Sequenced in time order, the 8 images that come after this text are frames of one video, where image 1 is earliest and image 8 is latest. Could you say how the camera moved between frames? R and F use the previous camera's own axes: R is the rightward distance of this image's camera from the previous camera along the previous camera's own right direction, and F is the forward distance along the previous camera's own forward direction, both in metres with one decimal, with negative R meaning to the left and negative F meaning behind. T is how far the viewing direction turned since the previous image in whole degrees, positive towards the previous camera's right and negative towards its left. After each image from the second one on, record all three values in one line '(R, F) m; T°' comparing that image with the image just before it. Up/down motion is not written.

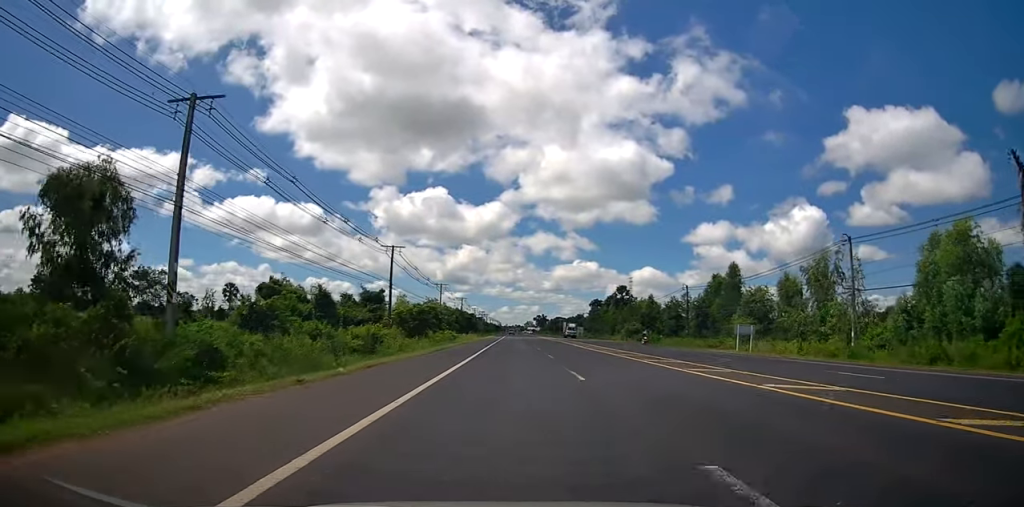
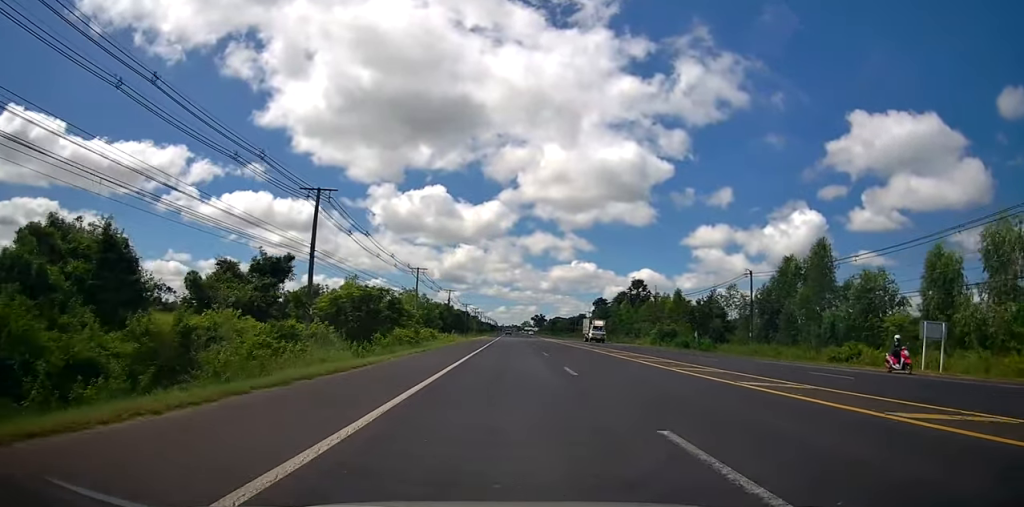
(-0.3, +22.5) m; 0°
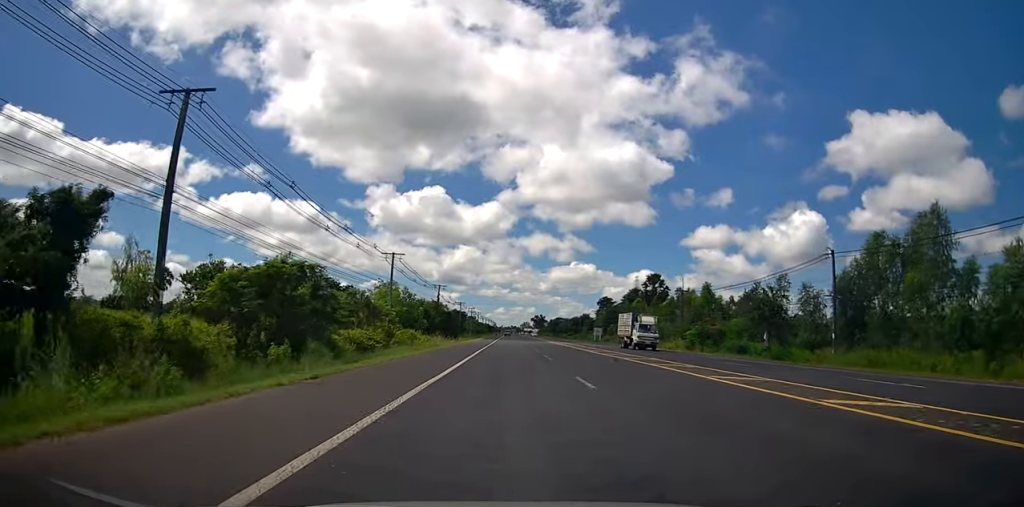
(+0.1, +15.9) m; +1°
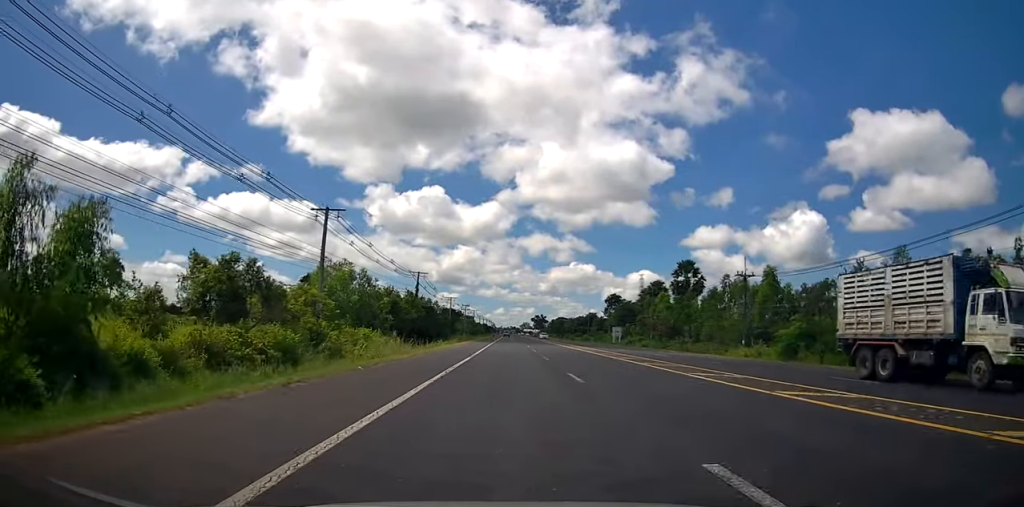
(+0.3, +22.3) m; +1°
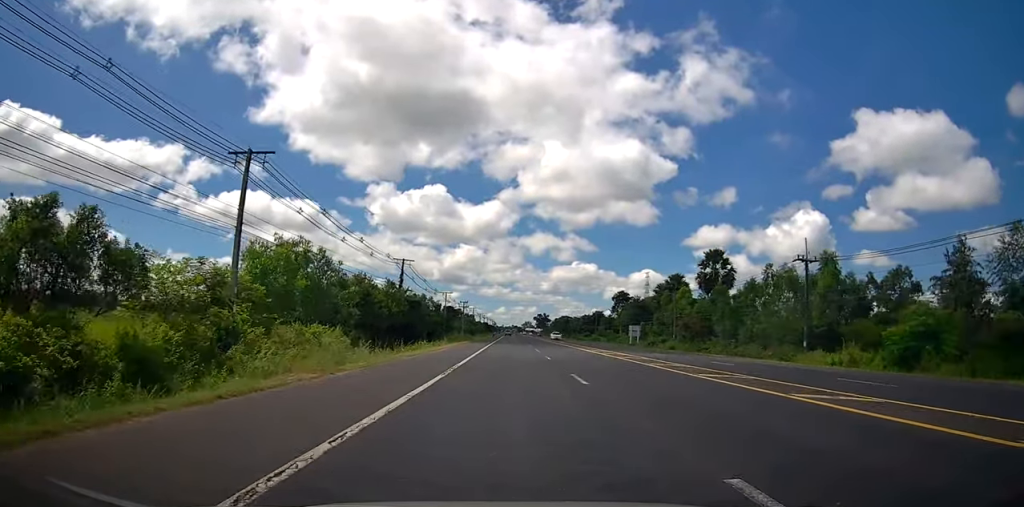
(0.0, +12.8) m; 0°
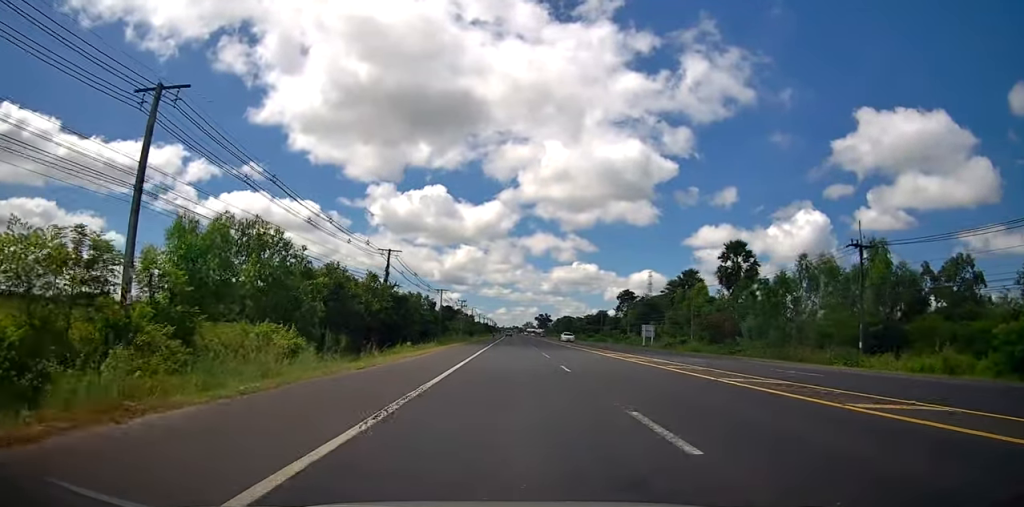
(0.0, +8.1) m; 0°
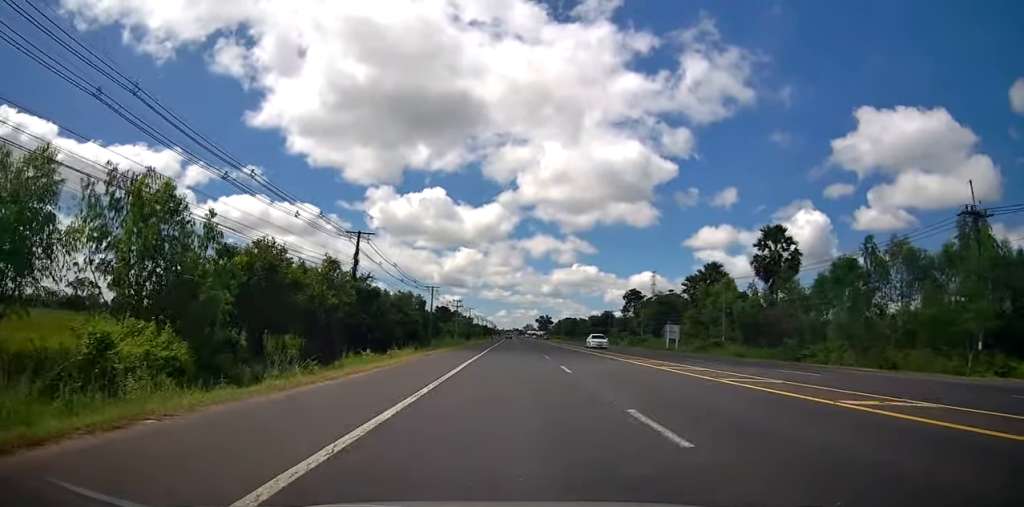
(0.0, +11.8) m; 0°
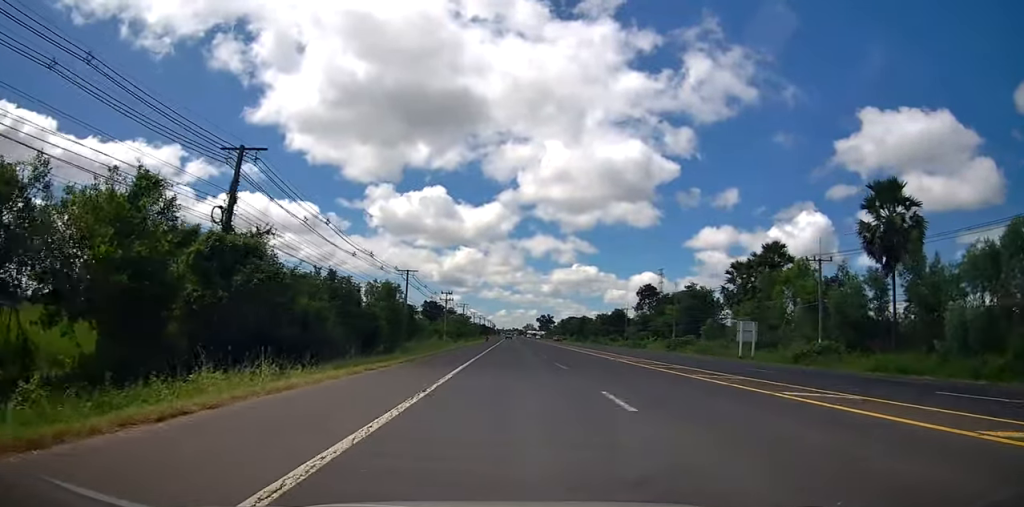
(0.0, +21.6) m; 0°
